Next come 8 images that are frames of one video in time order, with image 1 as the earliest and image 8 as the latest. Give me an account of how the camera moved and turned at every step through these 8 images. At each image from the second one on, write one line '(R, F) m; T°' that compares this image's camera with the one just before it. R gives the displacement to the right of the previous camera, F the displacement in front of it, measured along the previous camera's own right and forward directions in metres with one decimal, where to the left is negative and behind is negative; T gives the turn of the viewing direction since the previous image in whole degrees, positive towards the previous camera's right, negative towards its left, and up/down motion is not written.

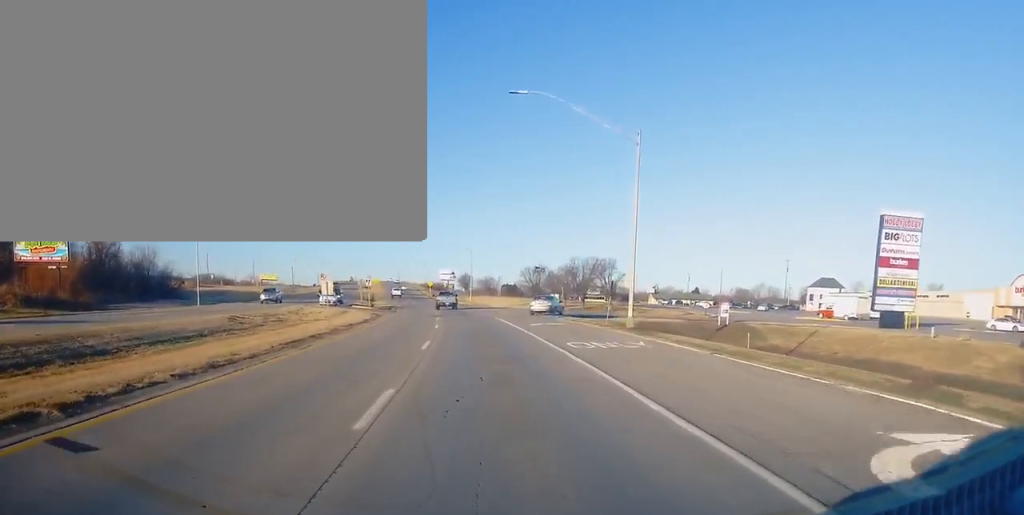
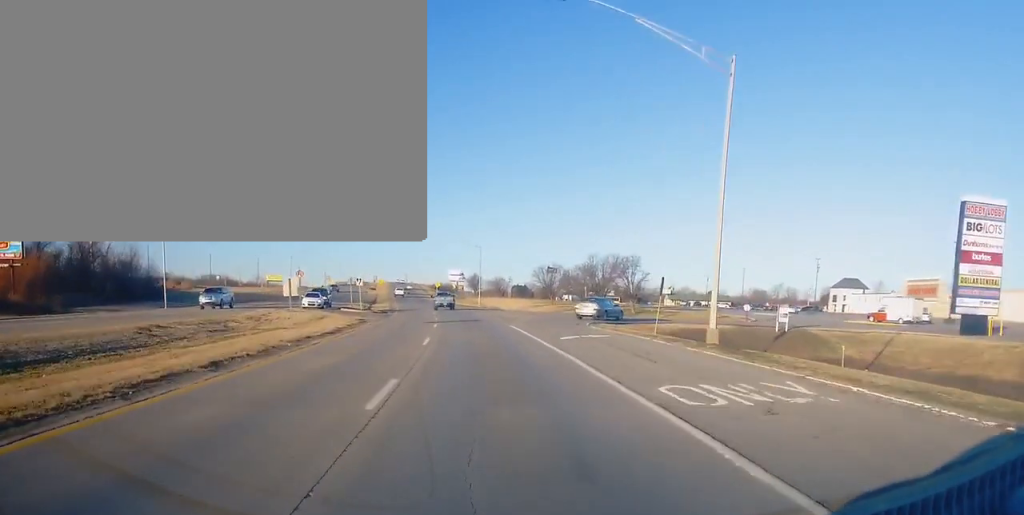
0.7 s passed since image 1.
(0.0, +11.9) m; 0°
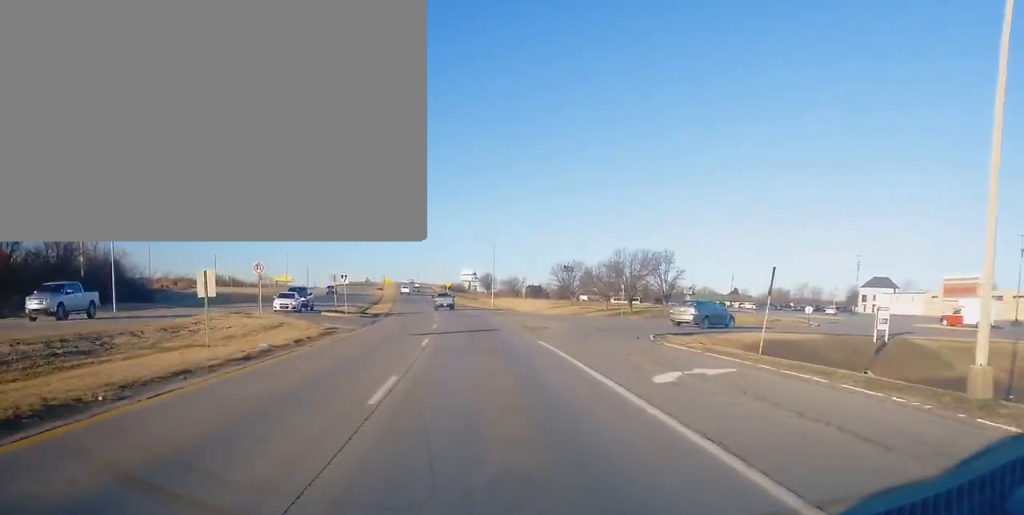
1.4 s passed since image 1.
(0.0, +13.6) m; 0°
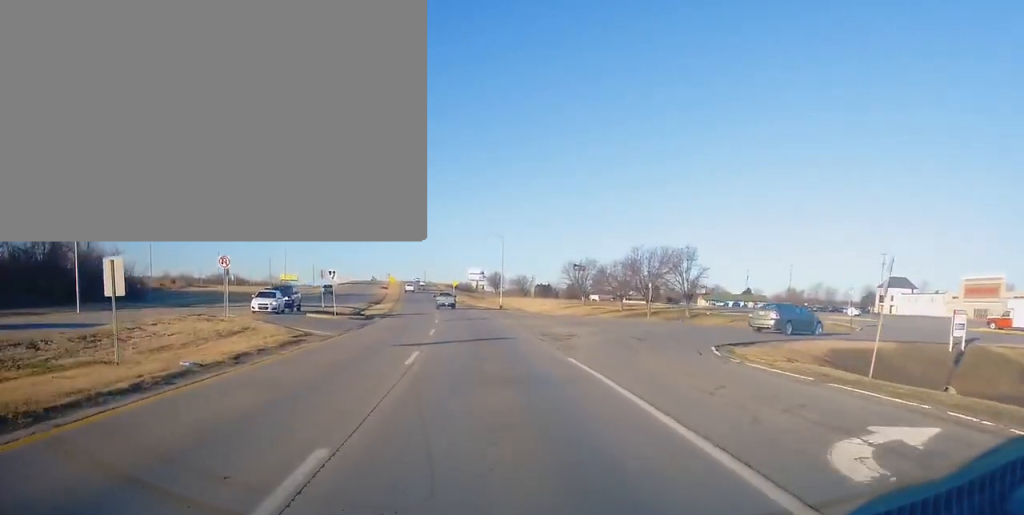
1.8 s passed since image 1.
(0.0, +7.3) m; 0°
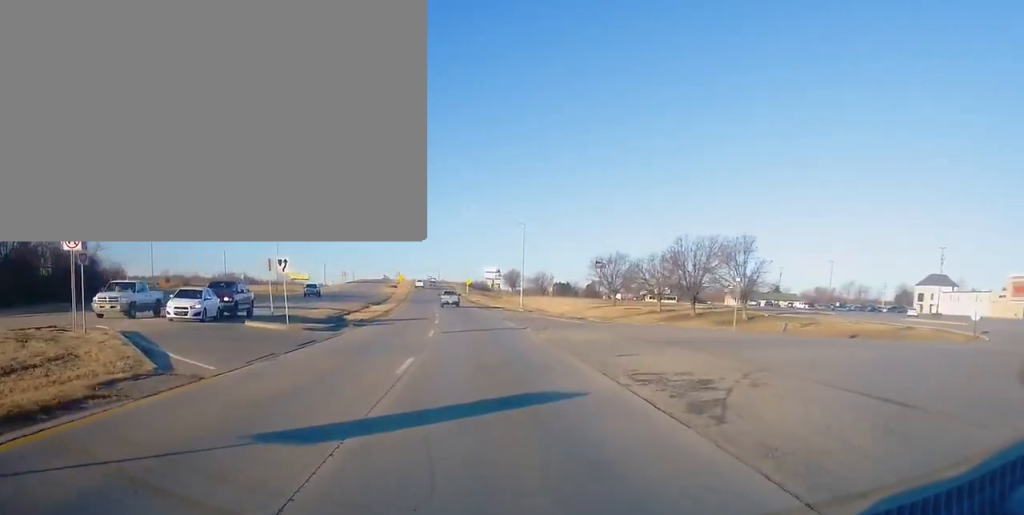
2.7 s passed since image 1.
(0.0, +15.9) m; -2°
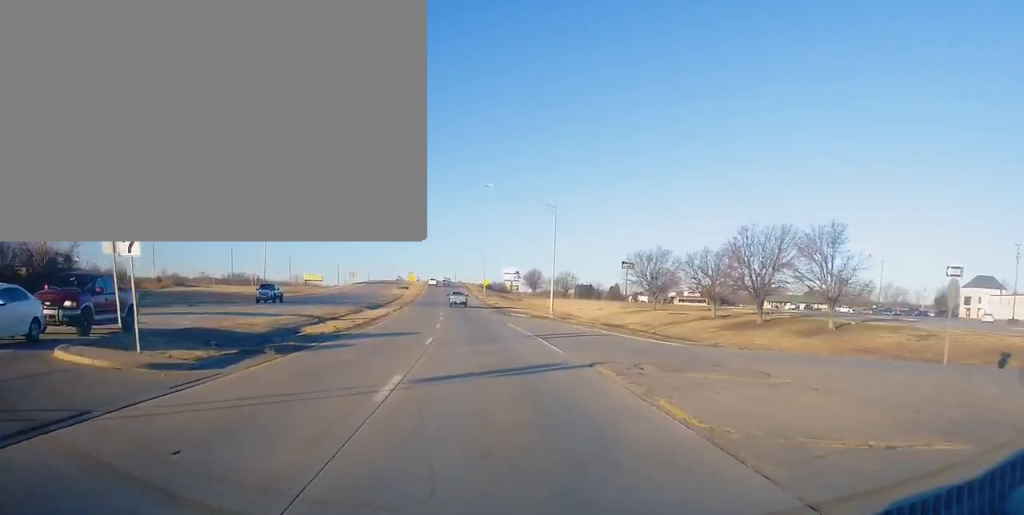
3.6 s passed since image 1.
(-0.5, +17.3) m; -3°
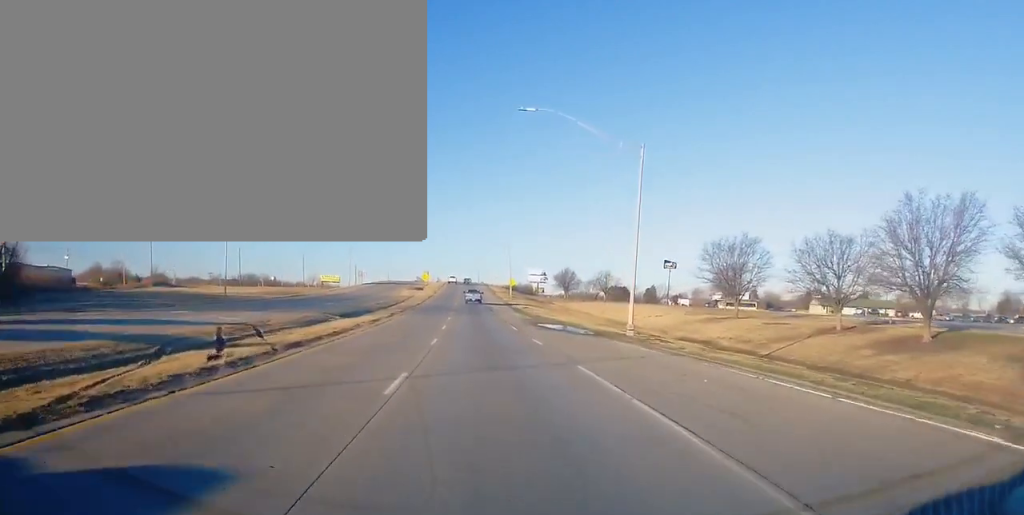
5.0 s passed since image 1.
(-0.8, +27.1) m; -1°
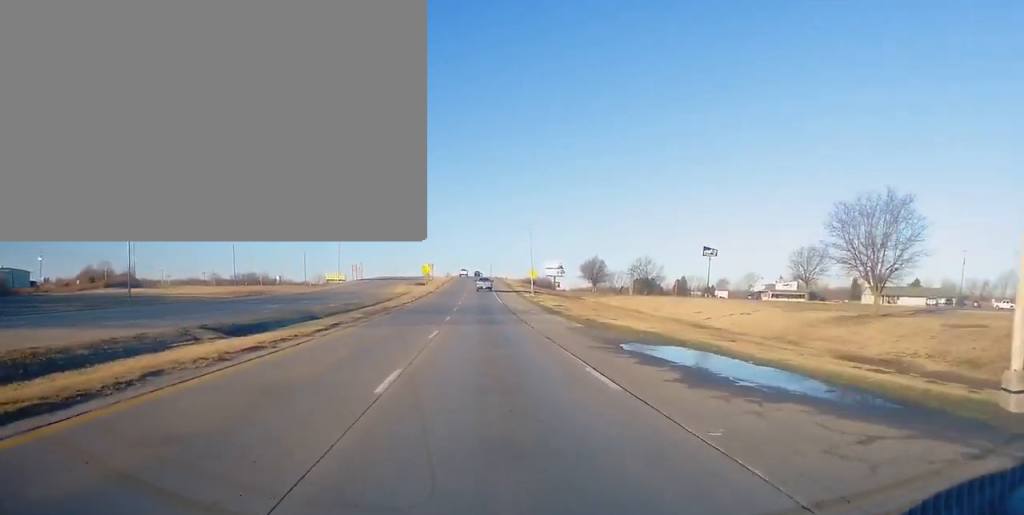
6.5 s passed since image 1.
(+0.6, +27.8) m; +1°
